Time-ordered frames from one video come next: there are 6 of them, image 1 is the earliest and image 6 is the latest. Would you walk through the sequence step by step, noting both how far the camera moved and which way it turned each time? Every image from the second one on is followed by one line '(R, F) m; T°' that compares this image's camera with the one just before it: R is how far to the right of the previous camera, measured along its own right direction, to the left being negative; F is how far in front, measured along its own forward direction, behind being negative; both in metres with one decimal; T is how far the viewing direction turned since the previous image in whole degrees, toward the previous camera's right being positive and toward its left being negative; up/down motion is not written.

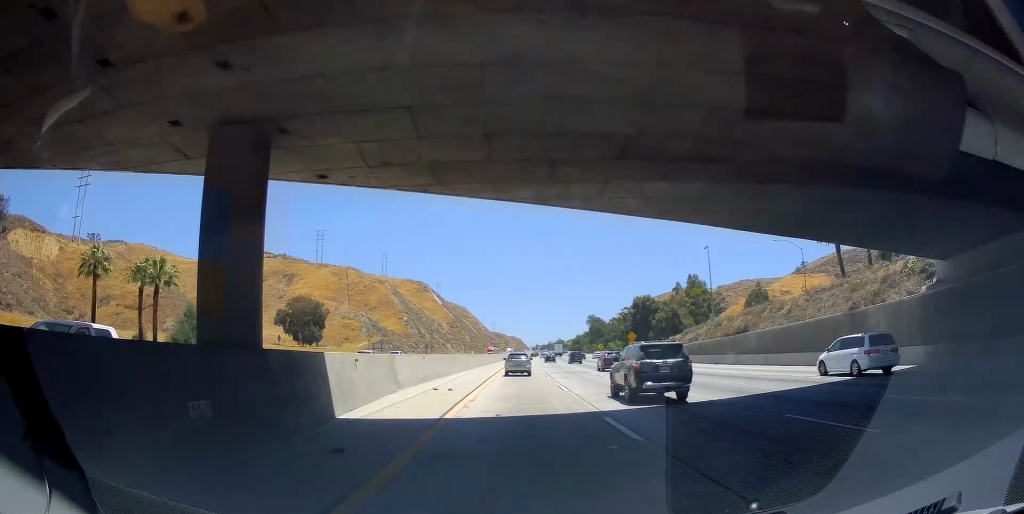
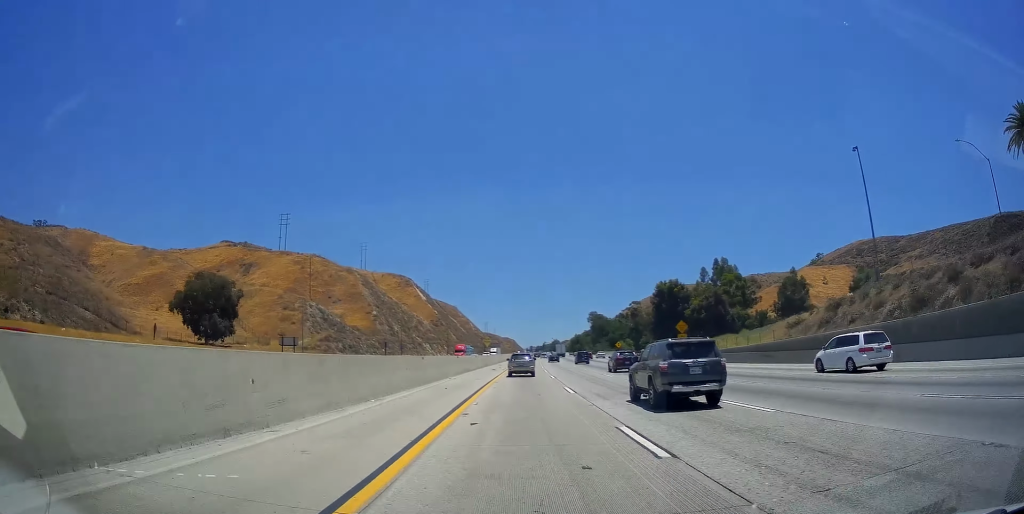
(+0.5, +44.3) m; +1°
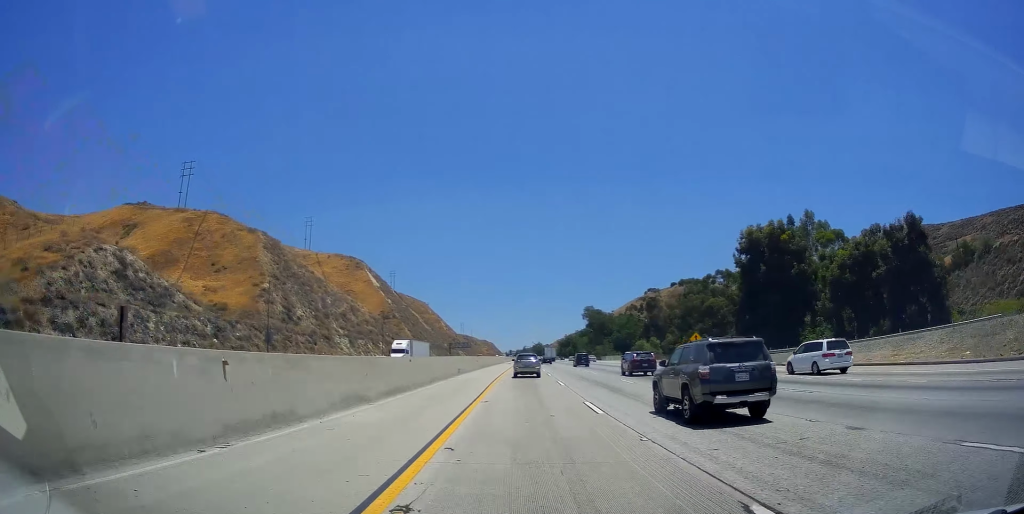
(+1.4, +77.5) m; +1°
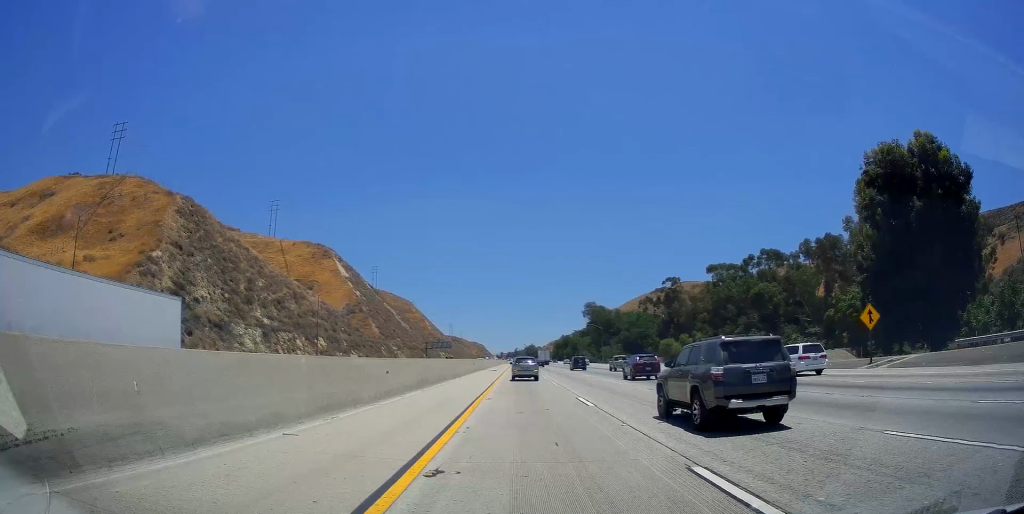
(+0.1, +42.0) m; +1°
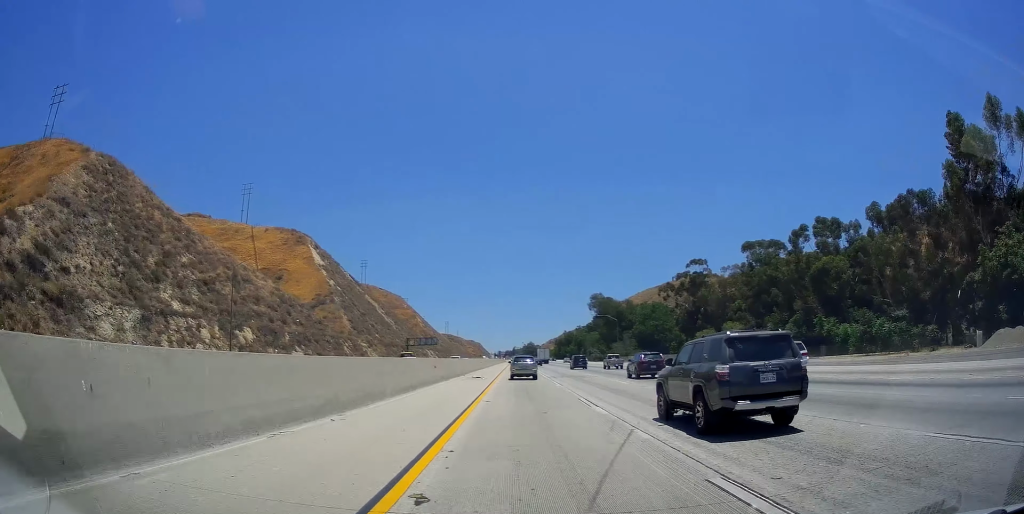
(+0.1, +29.7) m; +1°
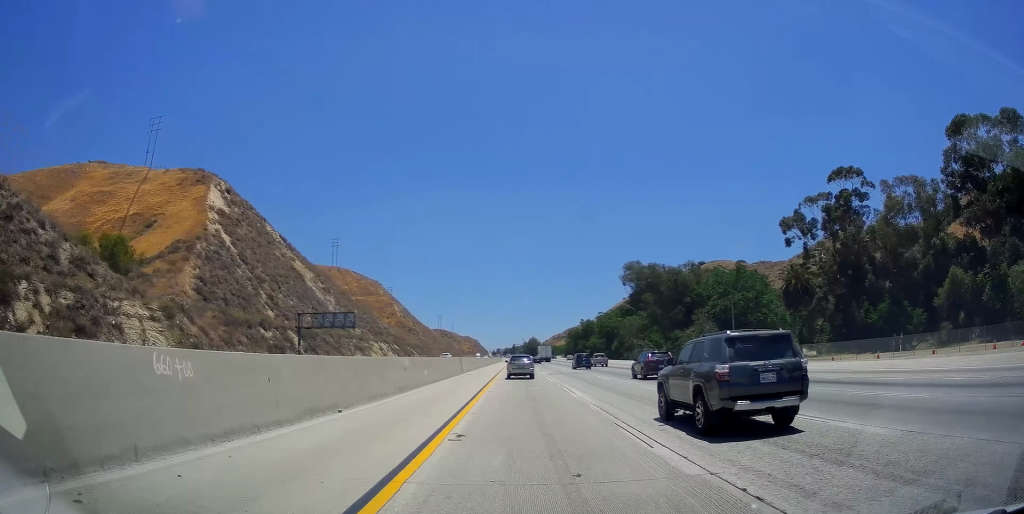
(+1.3, +80.2) m; 0°
